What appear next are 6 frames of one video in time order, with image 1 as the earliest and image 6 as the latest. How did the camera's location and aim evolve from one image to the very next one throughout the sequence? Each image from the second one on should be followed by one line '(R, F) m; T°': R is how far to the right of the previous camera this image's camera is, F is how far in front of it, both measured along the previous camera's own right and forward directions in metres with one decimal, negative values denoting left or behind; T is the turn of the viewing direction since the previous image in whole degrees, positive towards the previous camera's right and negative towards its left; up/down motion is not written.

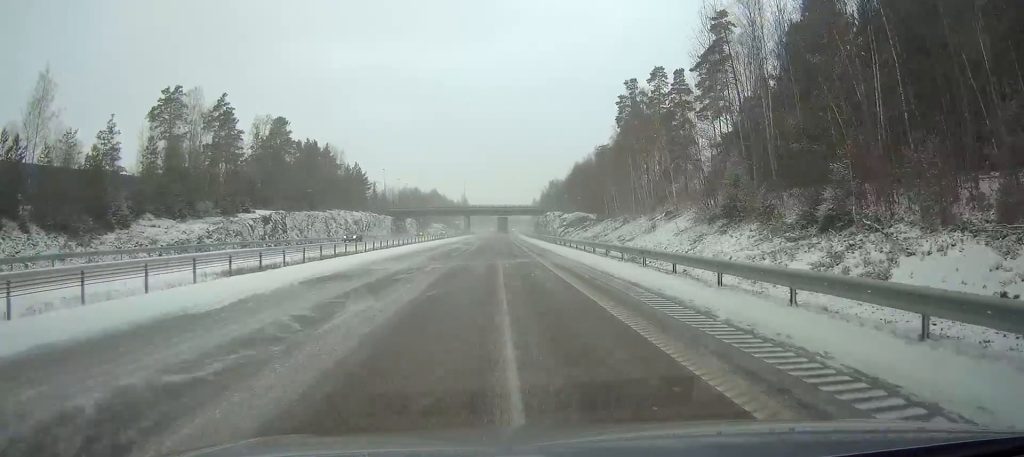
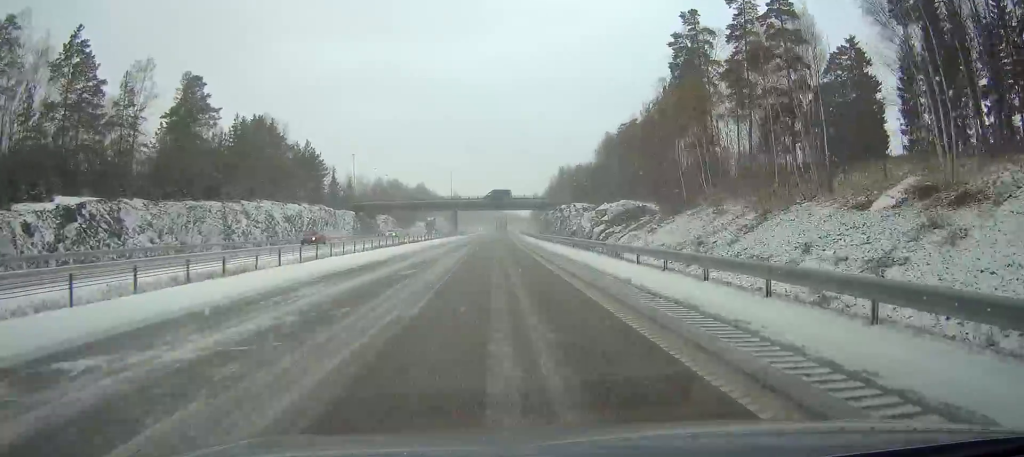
(+0.2, +42.4) m; 0°
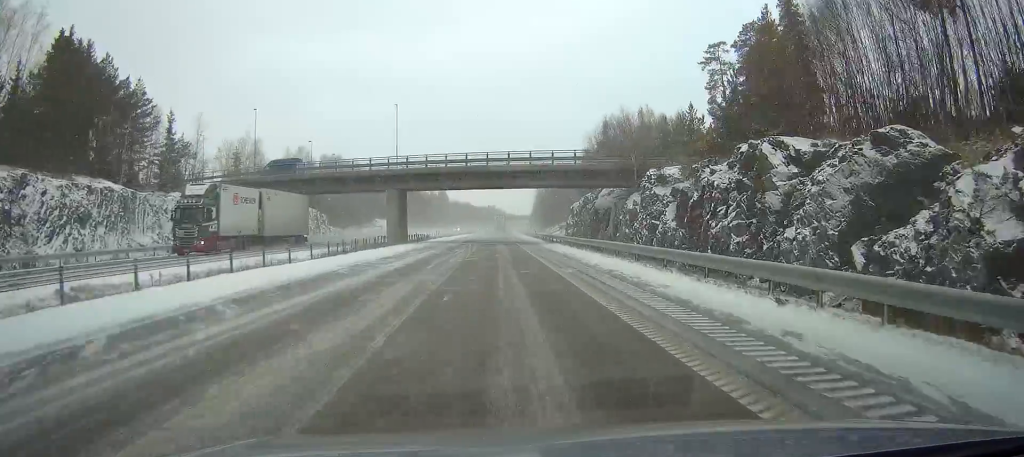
(+0.2, +72.2) m; +1°
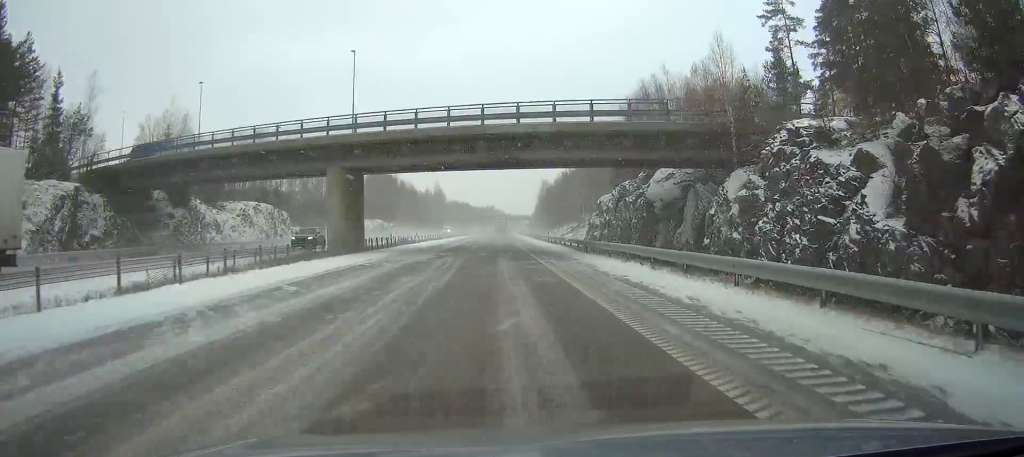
(+0.1, +22.1) m; 0°
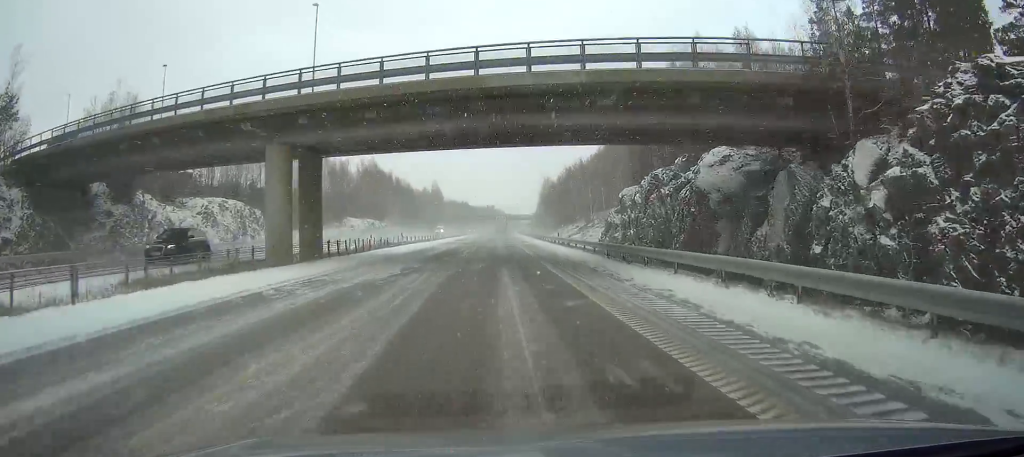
(0.0, +11.1) m; 0°
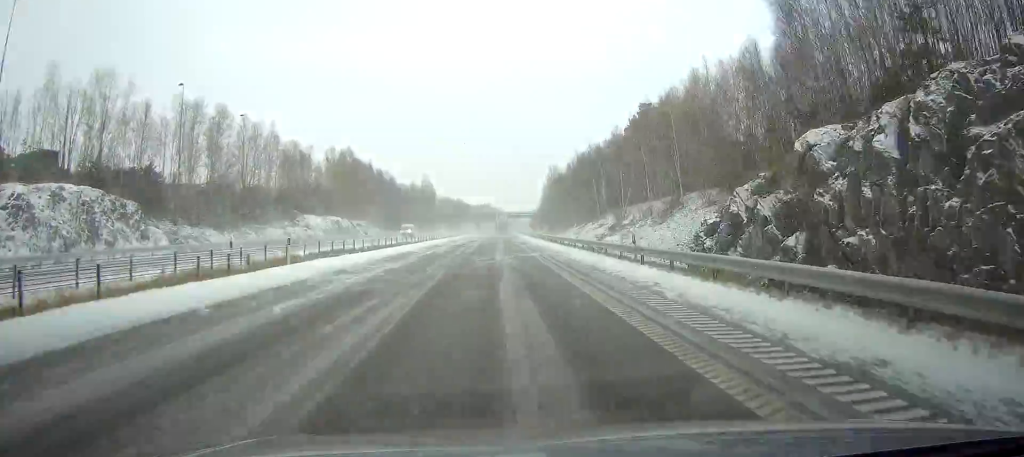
(-0.2, +31.4) m; 0°
